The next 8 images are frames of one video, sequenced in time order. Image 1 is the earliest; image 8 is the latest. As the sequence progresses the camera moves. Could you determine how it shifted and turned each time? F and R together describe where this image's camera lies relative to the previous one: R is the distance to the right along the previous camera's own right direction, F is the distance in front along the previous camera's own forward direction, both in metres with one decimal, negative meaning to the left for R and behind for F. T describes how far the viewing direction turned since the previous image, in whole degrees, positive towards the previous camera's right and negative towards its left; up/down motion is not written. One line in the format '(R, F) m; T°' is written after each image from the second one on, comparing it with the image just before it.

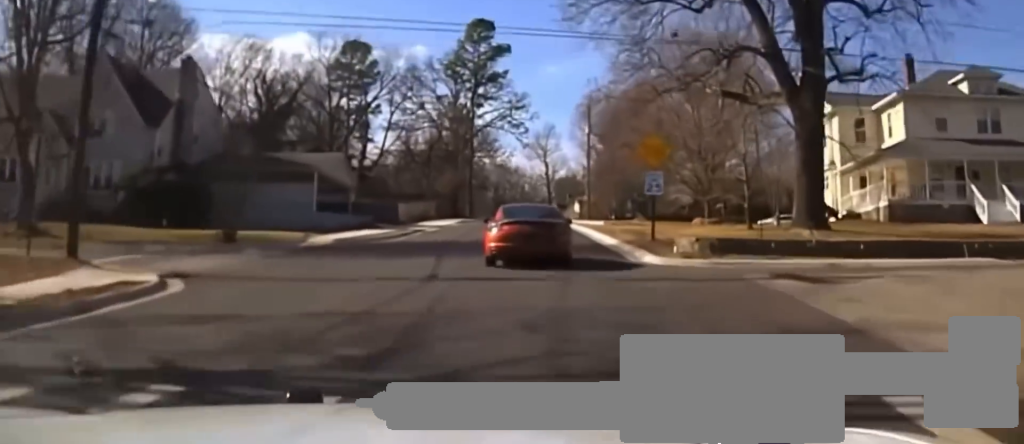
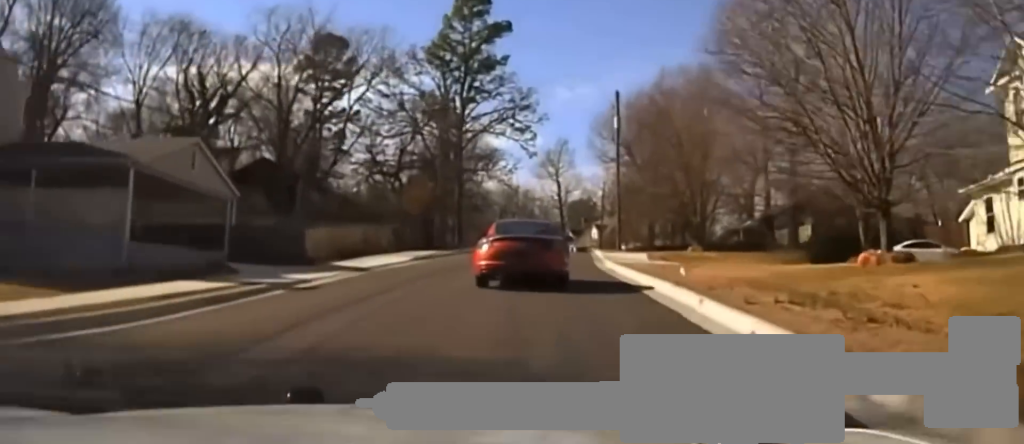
(-0.4, +21.7) m; -1°
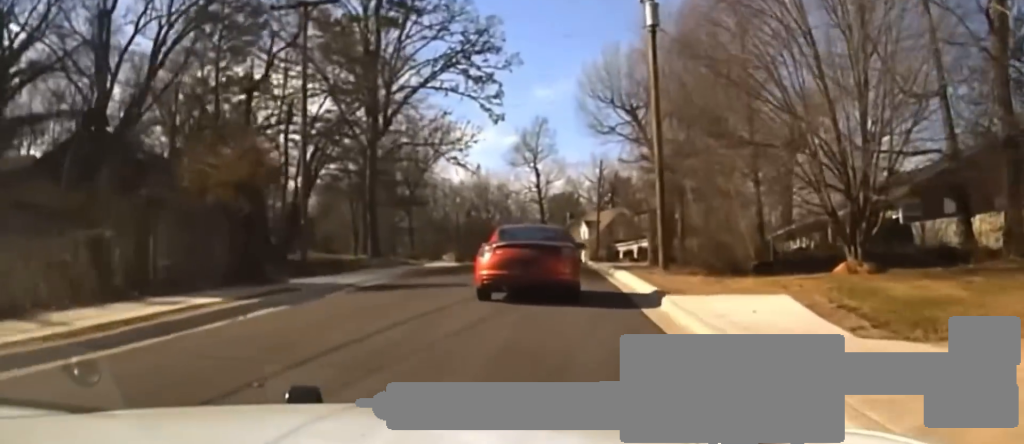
(+0.4, +28.5) m; +1°
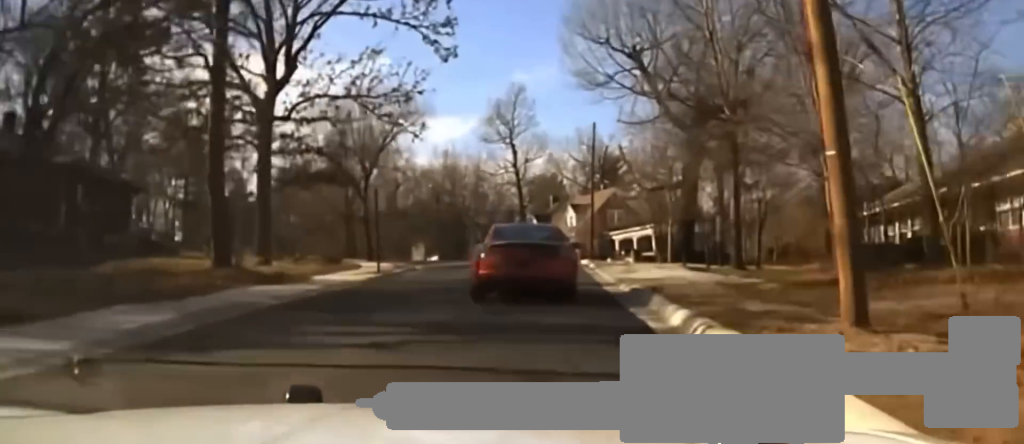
(0.0, +19.2) m; 0°
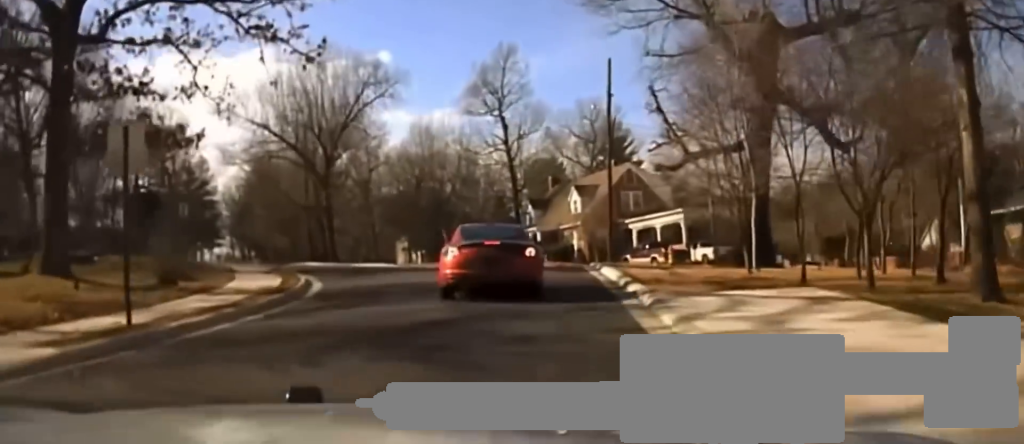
(+0.3, +18.9) m; +1°
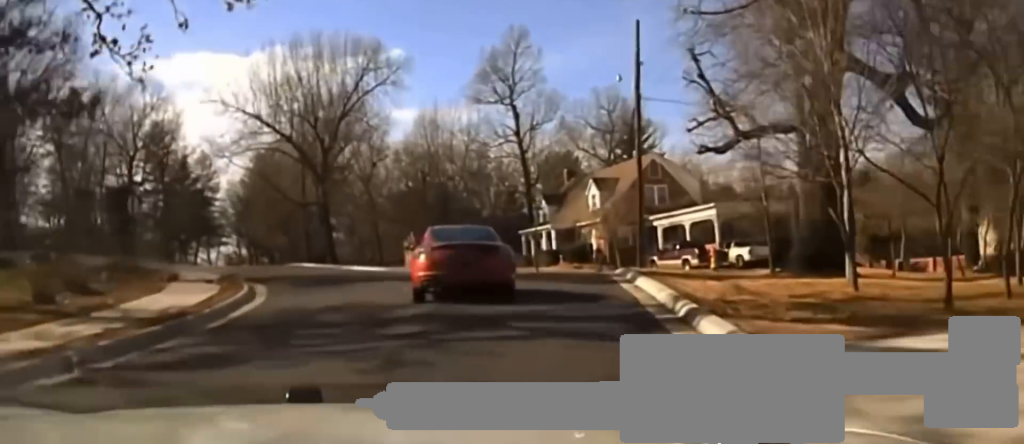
(+0.3, +7.0) m; 0°
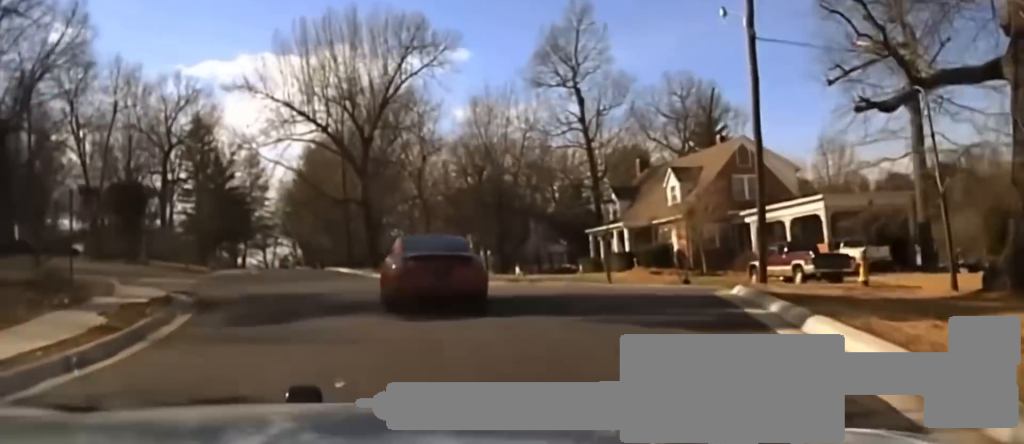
(-0.4, +9.6) m; -5°
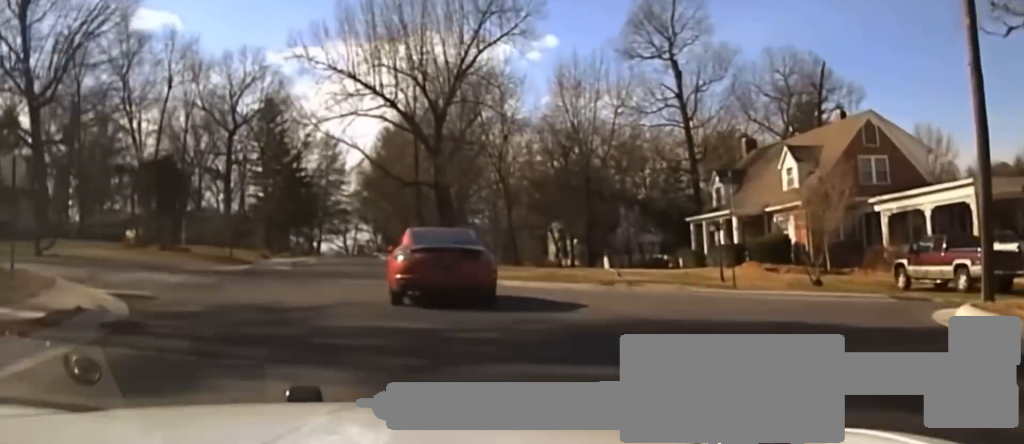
(-0.1, +7.7) m; -5°
